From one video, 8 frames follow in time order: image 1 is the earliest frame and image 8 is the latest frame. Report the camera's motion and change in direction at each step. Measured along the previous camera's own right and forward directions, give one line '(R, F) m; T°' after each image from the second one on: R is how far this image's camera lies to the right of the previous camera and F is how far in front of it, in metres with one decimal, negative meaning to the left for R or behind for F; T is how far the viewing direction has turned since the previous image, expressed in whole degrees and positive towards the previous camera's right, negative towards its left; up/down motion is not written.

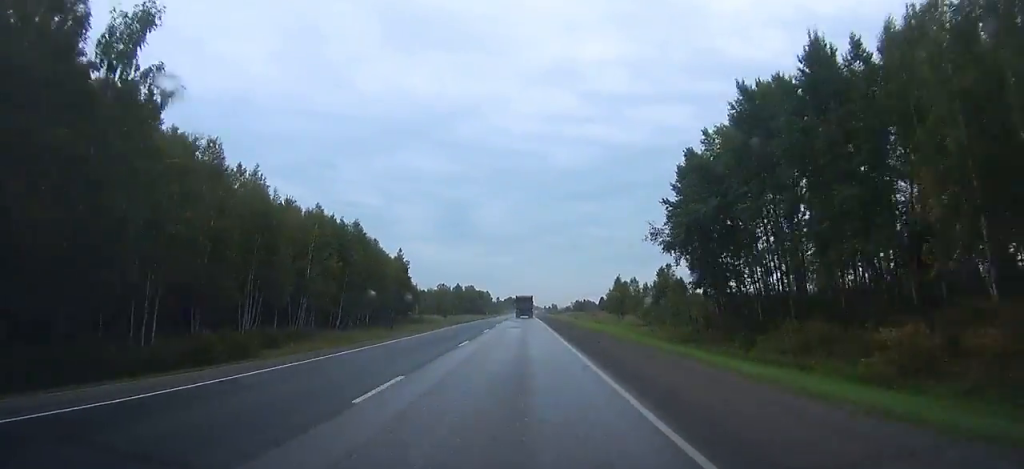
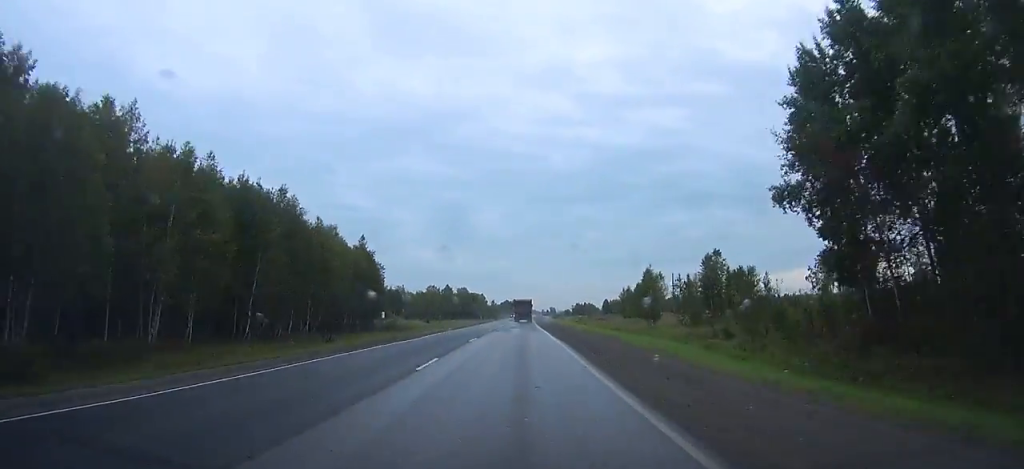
(0.0, +30.3) m; 0°
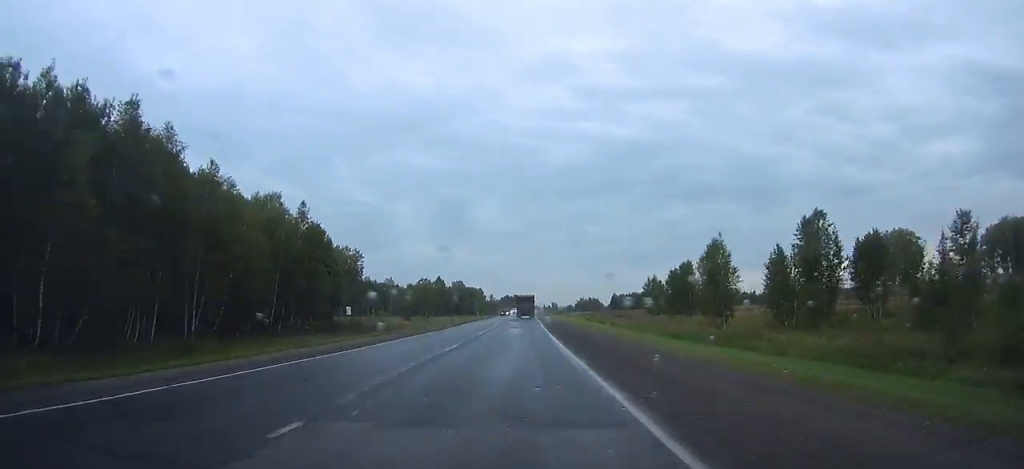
(0.0, +30.1) m; 0°
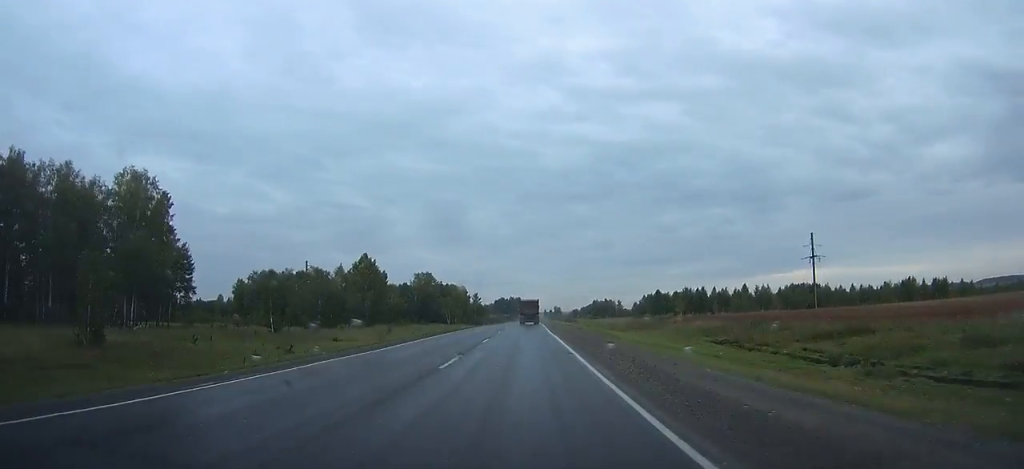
(0.0, +107.5) m; 0°
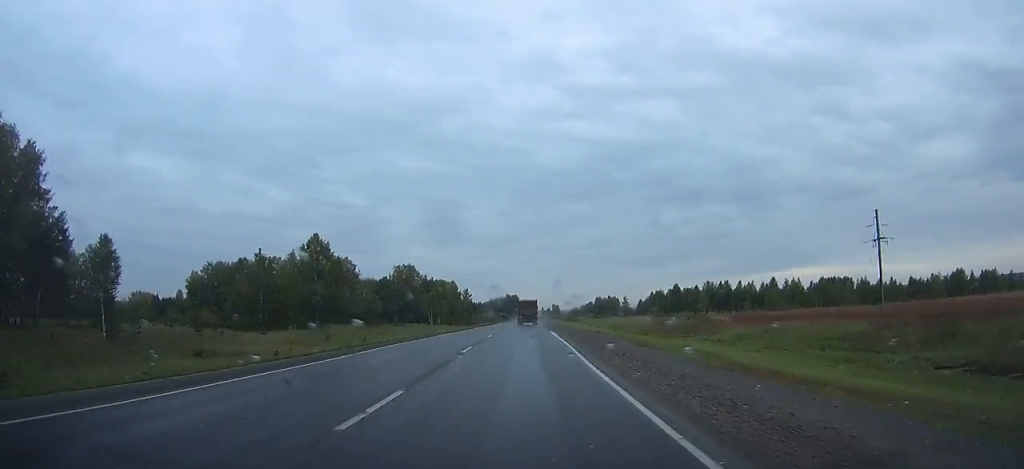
(-0.1, +29.9) m; 0°
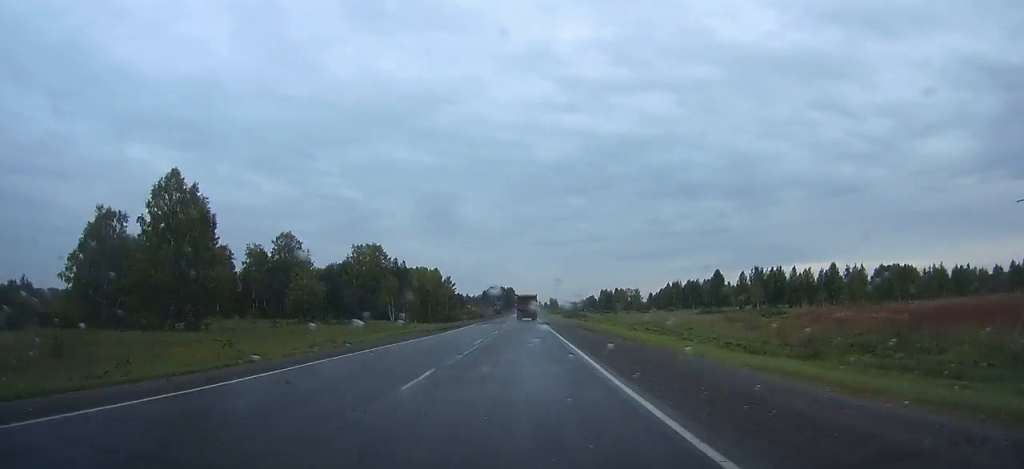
(+0.2, +41.5) m; 0°
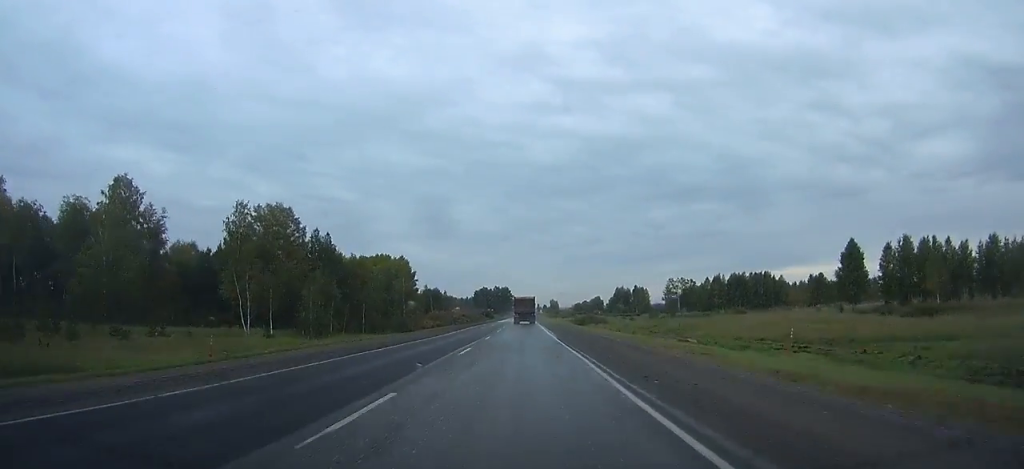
(+0.1, +59.9) m; 0°
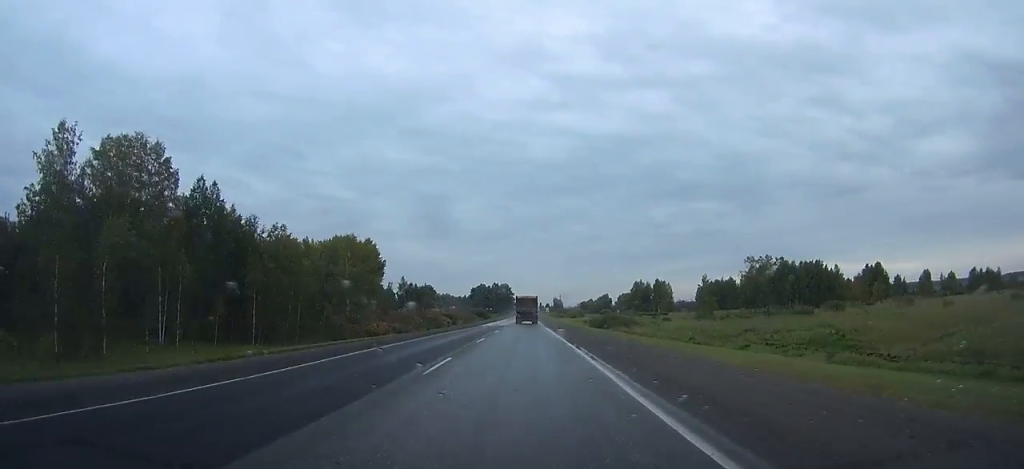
(0.0, +39.7) m; 0°
